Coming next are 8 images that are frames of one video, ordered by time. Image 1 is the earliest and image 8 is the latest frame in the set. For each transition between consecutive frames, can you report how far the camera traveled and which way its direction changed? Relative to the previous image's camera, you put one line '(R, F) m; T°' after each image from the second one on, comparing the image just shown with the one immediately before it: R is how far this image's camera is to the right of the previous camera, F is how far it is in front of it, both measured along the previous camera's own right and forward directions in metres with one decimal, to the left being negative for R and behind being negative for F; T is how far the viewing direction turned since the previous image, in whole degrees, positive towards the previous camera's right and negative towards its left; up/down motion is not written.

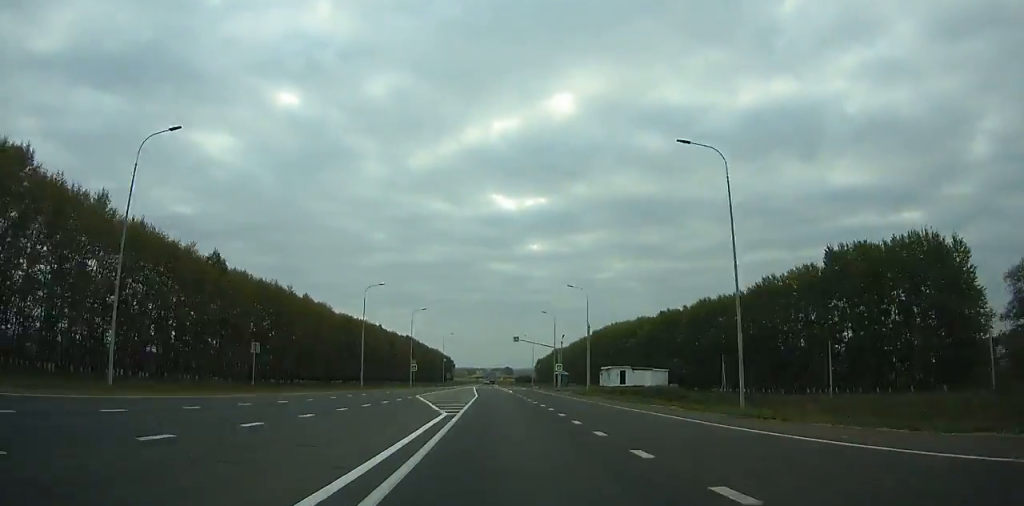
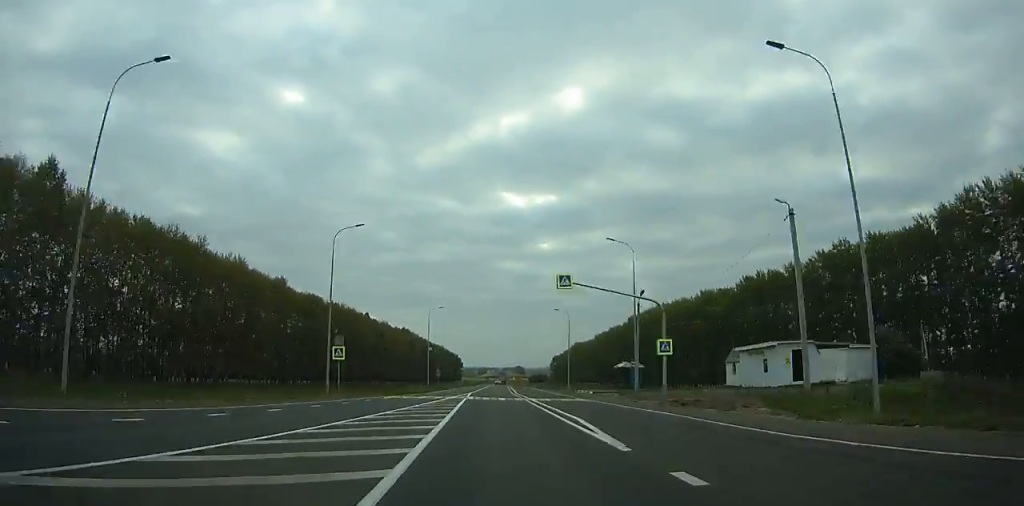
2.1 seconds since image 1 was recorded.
(-0.4, +48.9) m; -1°
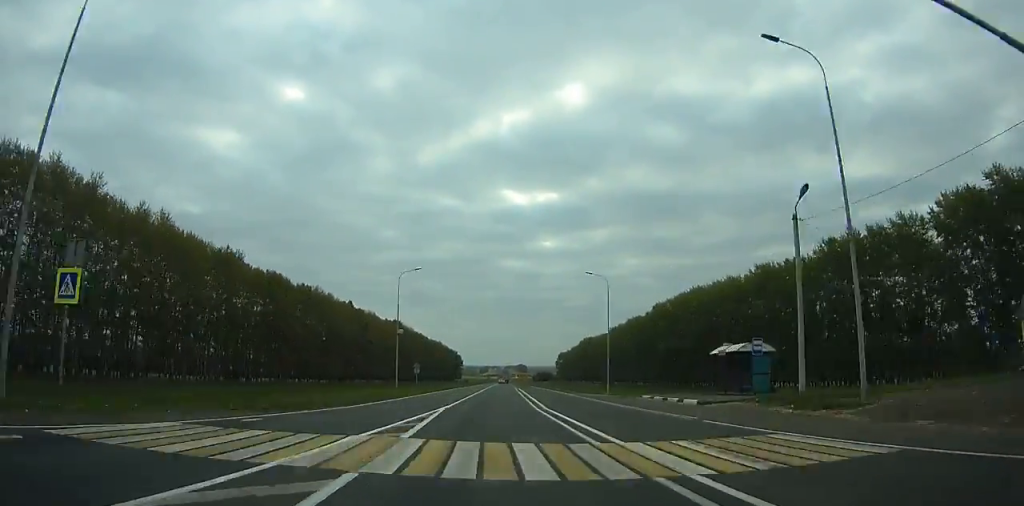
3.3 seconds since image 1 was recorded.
(-0.1, +27.9) m; 0°
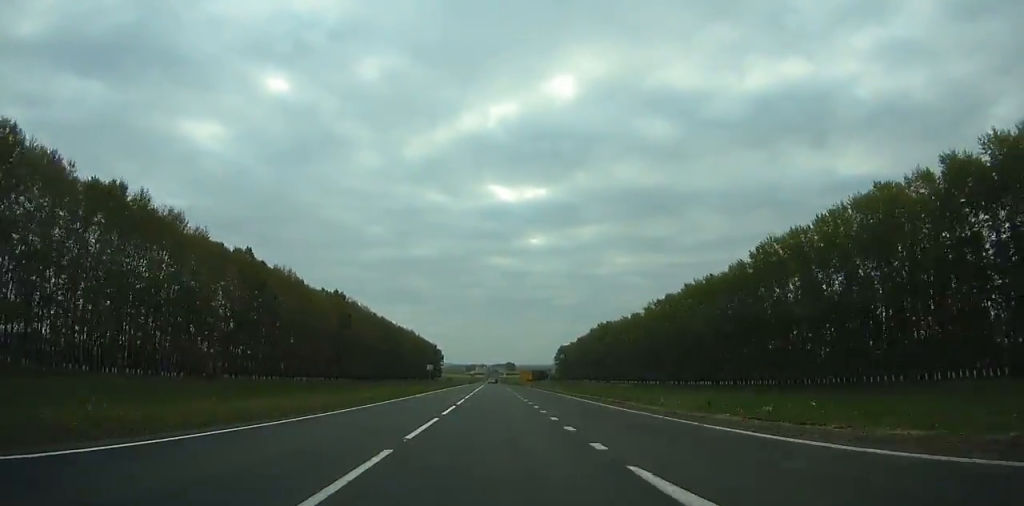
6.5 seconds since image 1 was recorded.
(-0.2, +74.2) m; 0°
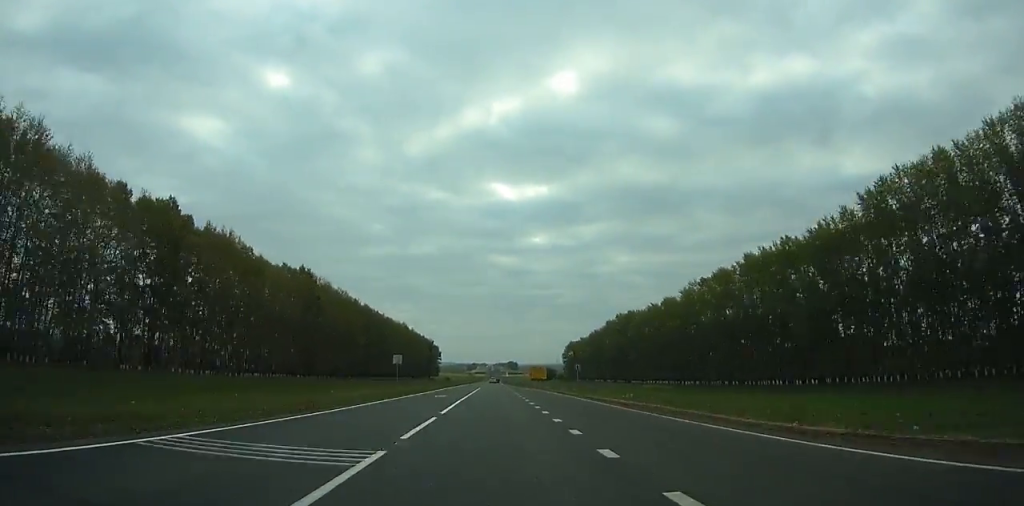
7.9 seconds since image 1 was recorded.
(+0.2, +32.0) m; 0°
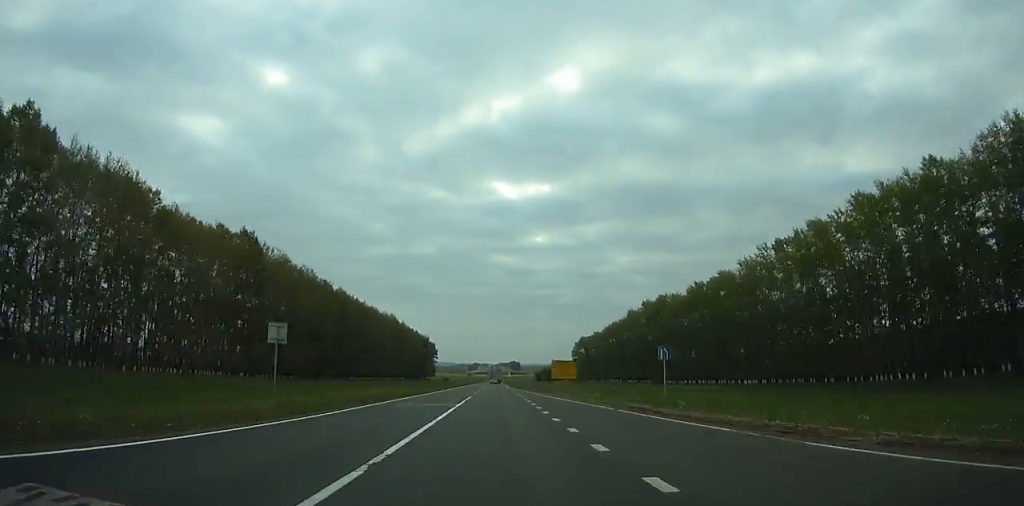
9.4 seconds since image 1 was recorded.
(+0.1, +34.3) m; 0°
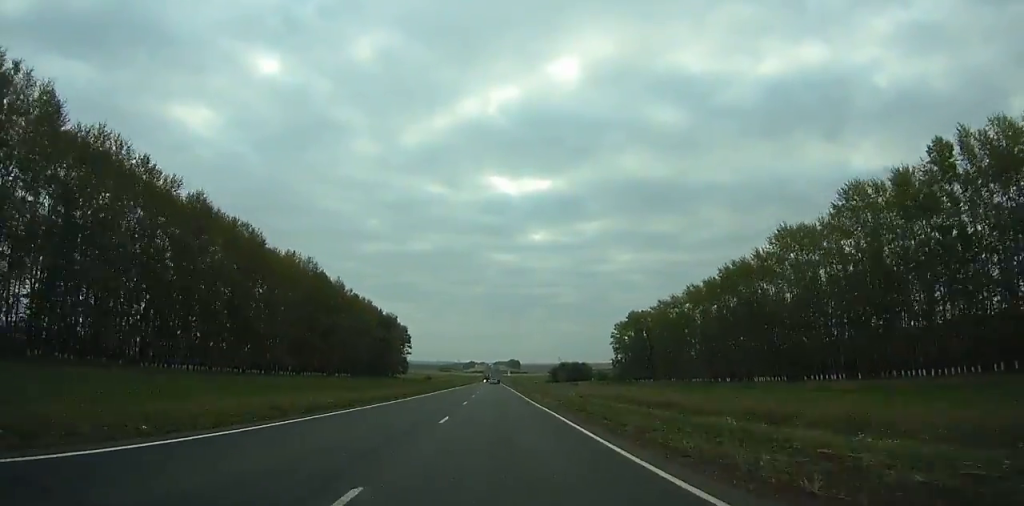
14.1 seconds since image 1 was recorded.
(0.0, +104.3) m; 0°
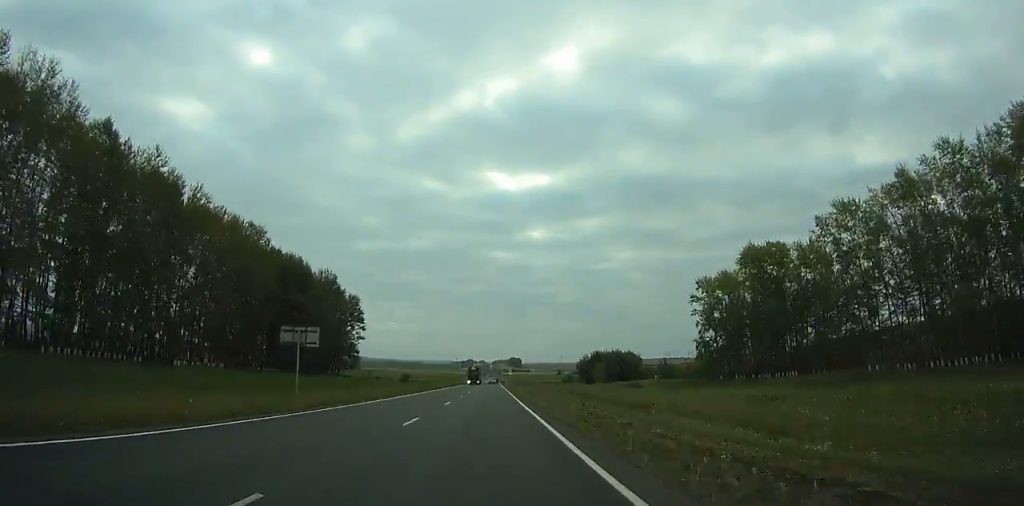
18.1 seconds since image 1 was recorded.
(+0.4, +86.5) m; 0°
